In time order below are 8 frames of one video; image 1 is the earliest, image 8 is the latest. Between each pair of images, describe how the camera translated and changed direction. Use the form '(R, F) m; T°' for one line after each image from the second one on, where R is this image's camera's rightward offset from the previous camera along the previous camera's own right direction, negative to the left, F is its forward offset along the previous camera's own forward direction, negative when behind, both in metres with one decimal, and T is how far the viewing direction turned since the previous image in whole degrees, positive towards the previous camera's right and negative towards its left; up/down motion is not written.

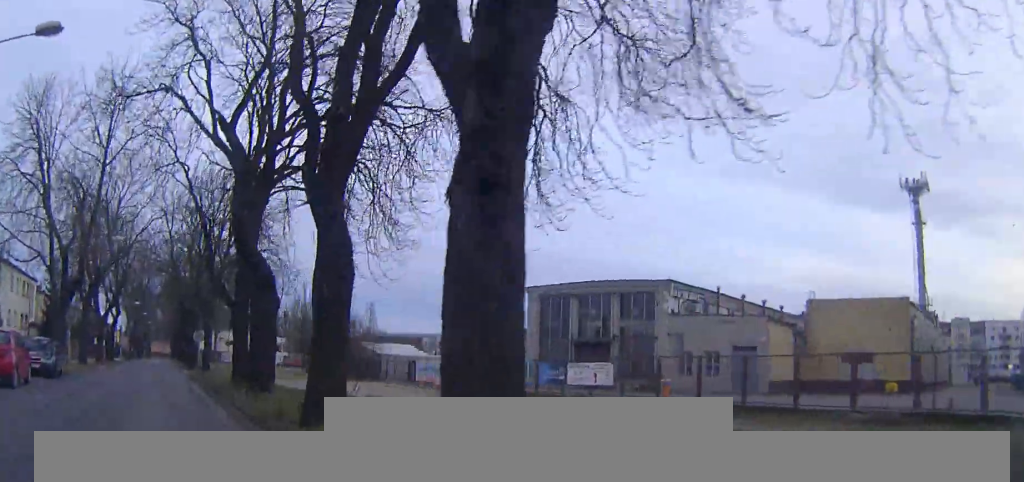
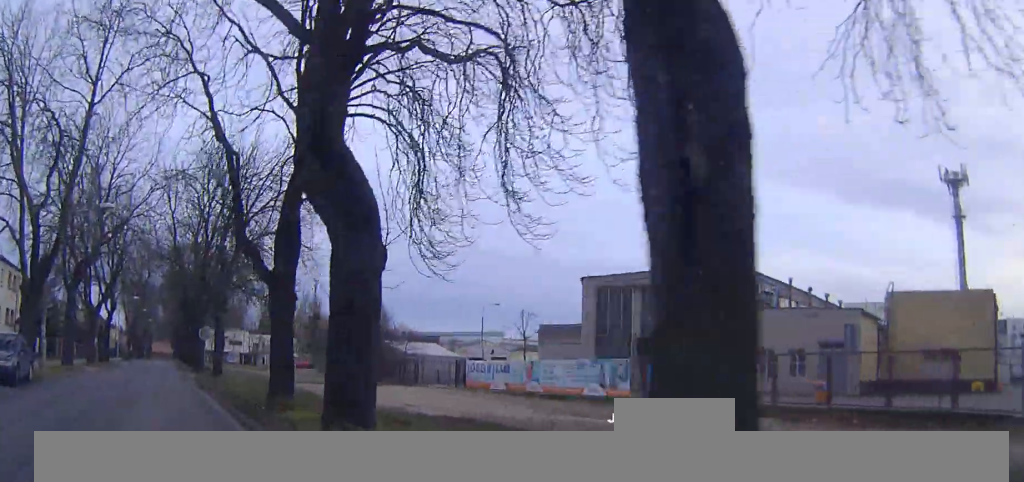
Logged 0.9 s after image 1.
(0.0, +7.9) m; -1°
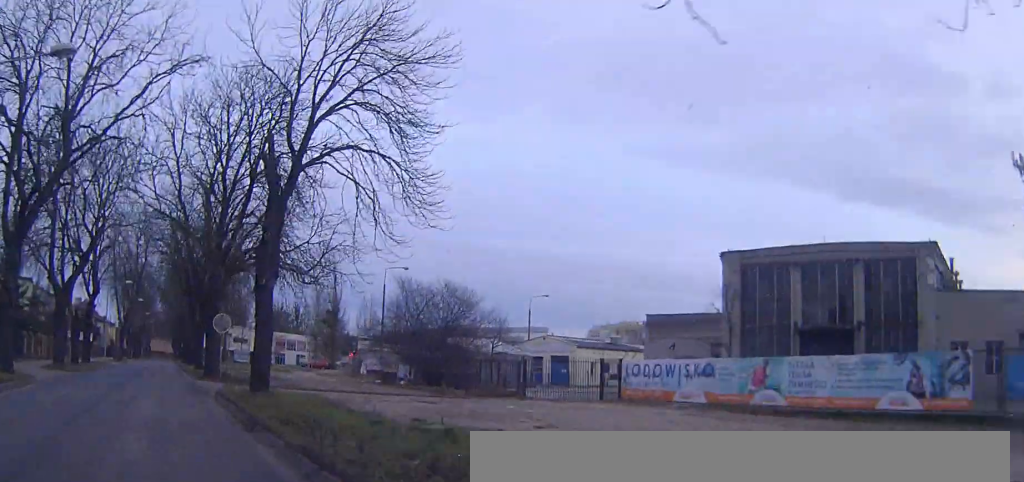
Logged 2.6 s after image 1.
(-0.3, +14.2) m; 0°
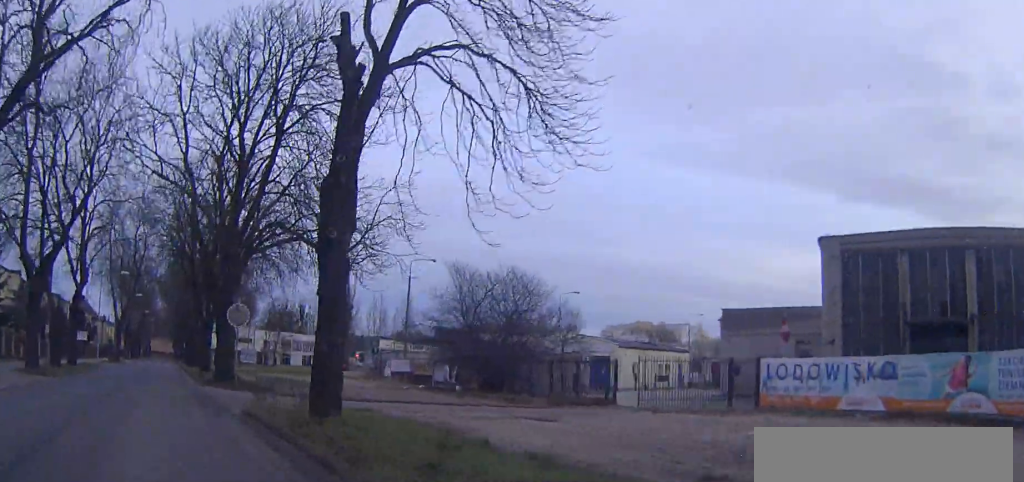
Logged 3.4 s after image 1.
(+0.1, +7.1) m; +1°
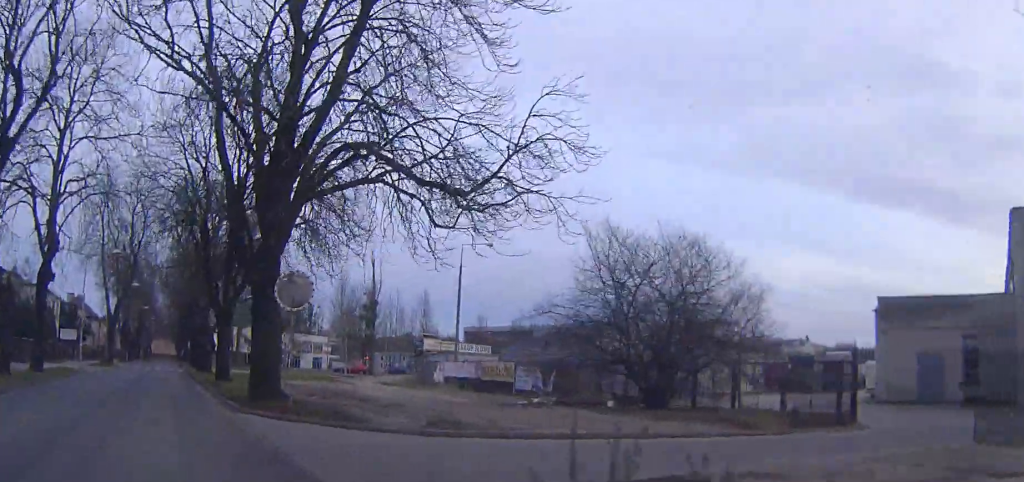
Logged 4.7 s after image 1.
(+0.1, +11.7) m; +1°
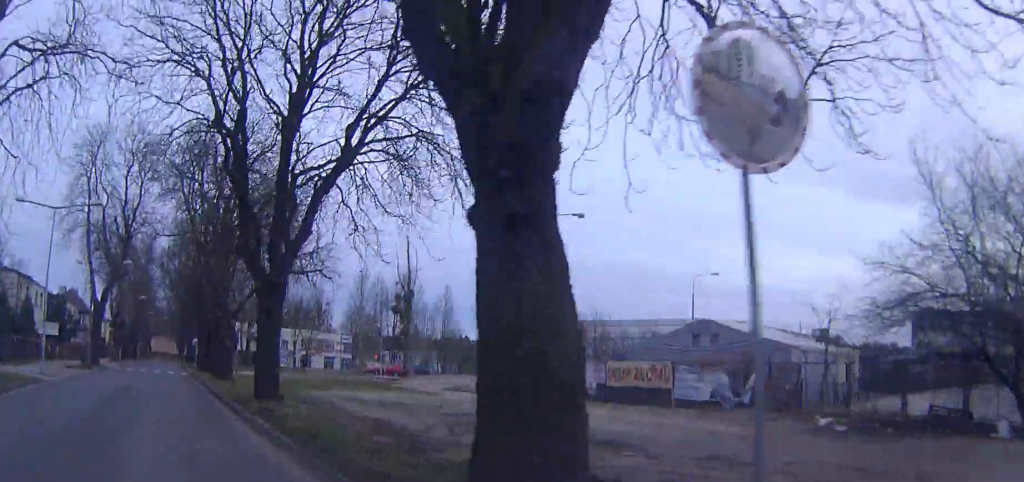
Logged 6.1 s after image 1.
(-0.1, +13.5) m; -2°
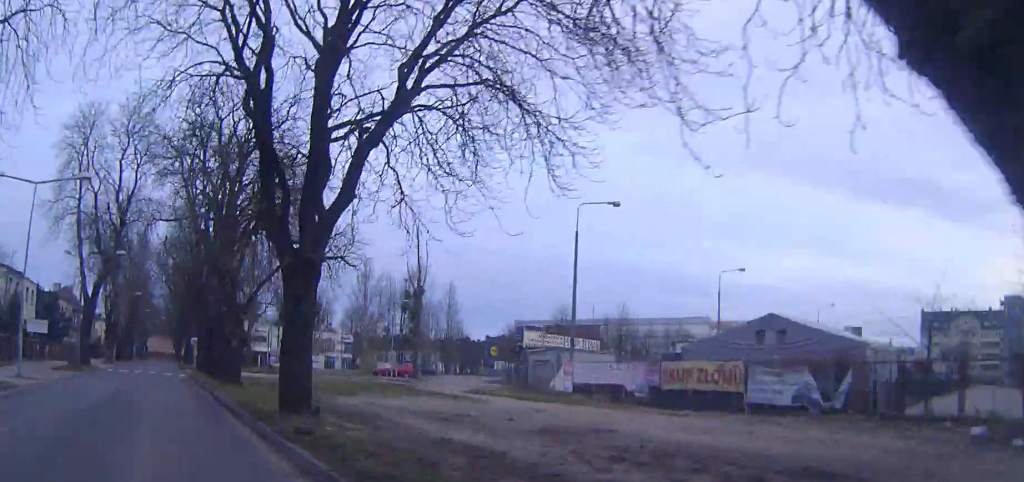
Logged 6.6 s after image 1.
(-0.1, +4.3) m; -1°
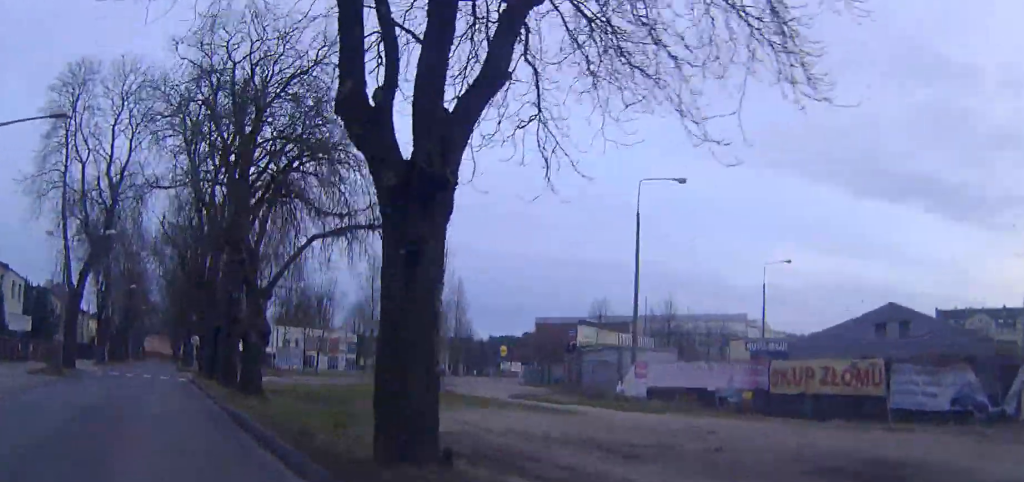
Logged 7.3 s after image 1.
(0.0, +6.2) m; 0°
